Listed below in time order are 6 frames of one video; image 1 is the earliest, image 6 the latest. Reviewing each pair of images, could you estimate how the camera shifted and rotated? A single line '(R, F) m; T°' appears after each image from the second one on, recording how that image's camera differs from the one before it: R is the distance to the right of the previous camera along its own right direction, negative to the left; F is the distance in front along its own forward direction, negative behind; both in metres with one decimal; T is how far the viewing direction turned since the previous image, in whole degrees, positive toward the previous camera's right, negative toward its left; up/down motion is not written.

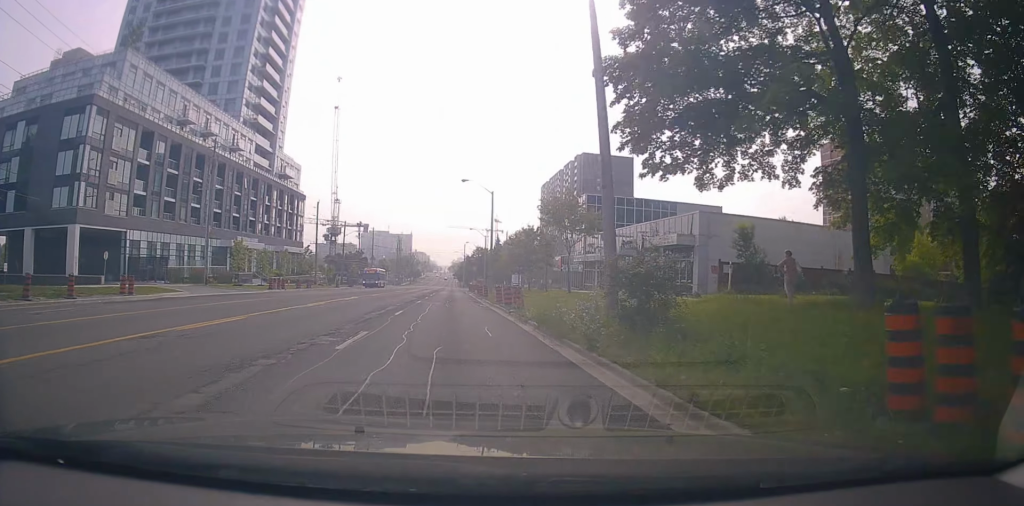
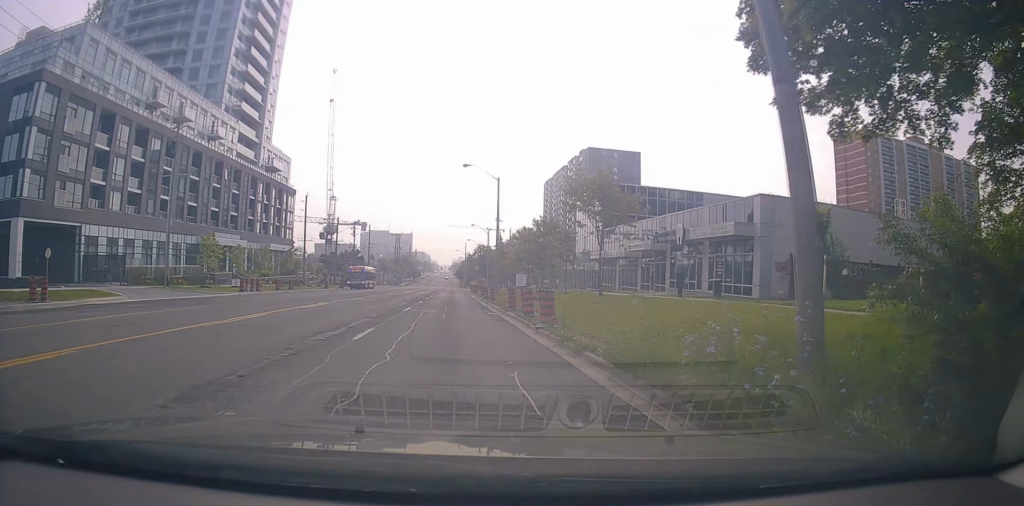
(0.0, +7.4) m; -1°
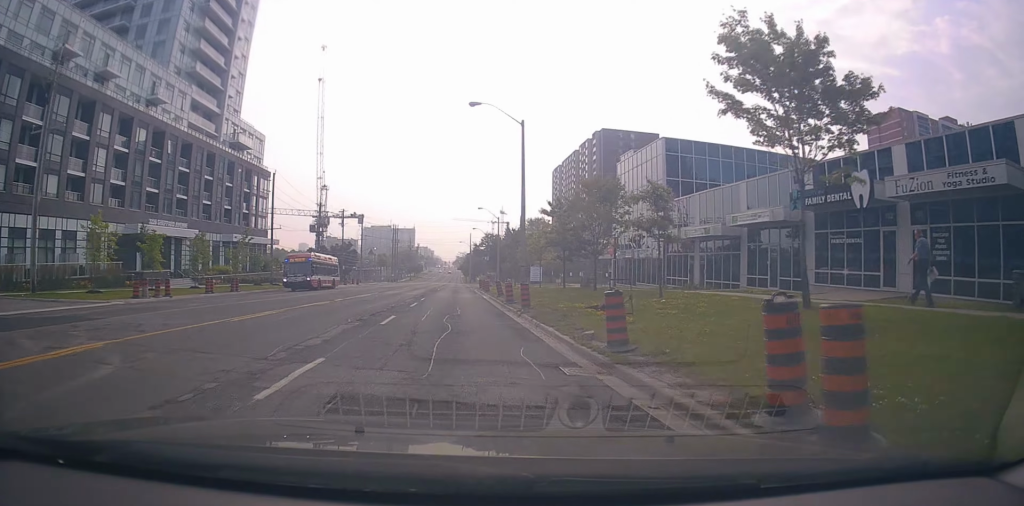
(-0.1, +16.4) m; 0°
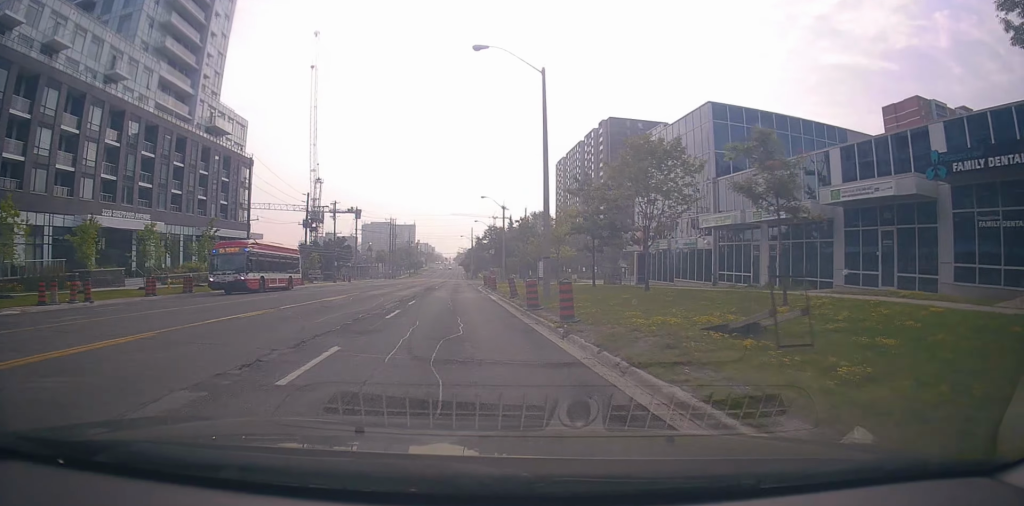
(+0.3, +8.0) m; 0°
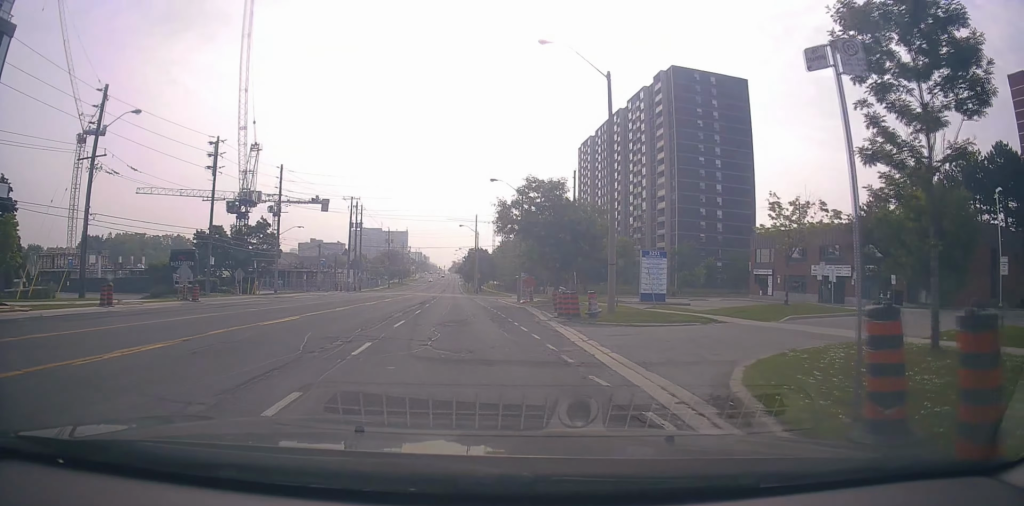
(-0.9, +52.7) m; 0°
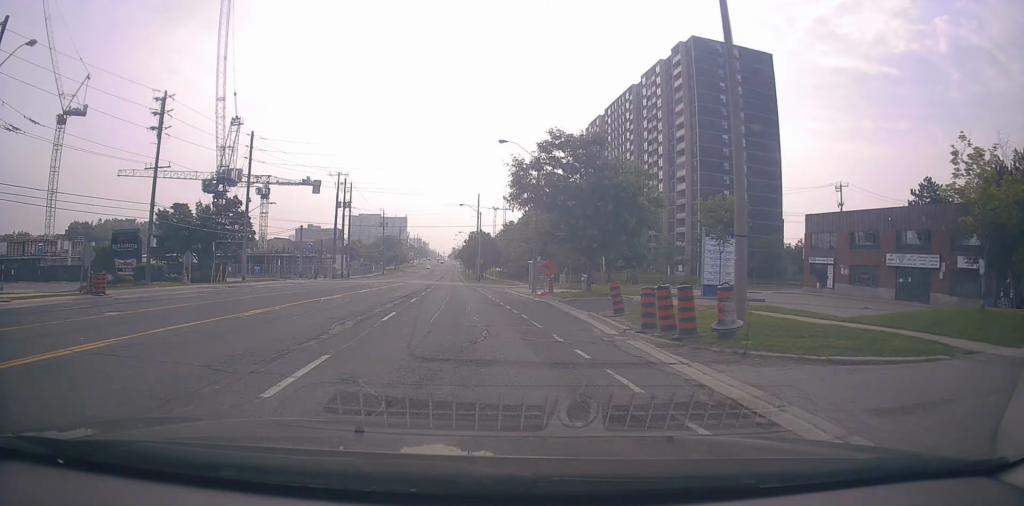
(+0.4, +10.7) m; 0°
